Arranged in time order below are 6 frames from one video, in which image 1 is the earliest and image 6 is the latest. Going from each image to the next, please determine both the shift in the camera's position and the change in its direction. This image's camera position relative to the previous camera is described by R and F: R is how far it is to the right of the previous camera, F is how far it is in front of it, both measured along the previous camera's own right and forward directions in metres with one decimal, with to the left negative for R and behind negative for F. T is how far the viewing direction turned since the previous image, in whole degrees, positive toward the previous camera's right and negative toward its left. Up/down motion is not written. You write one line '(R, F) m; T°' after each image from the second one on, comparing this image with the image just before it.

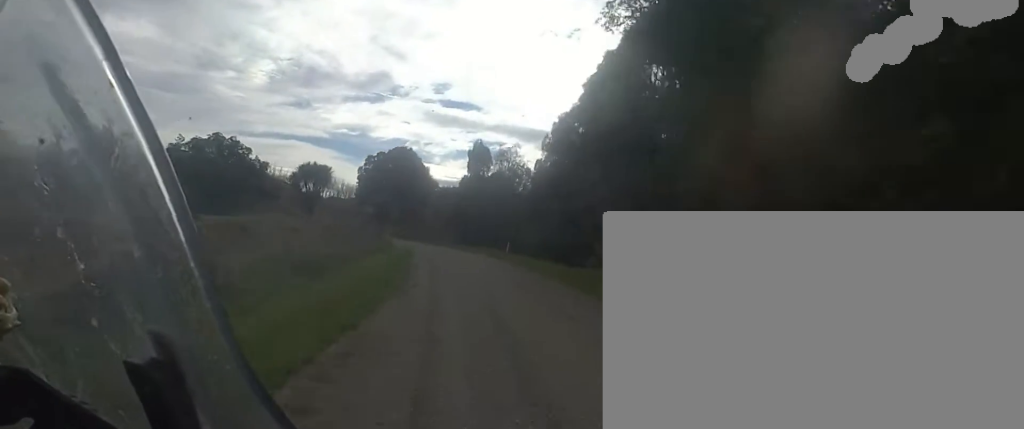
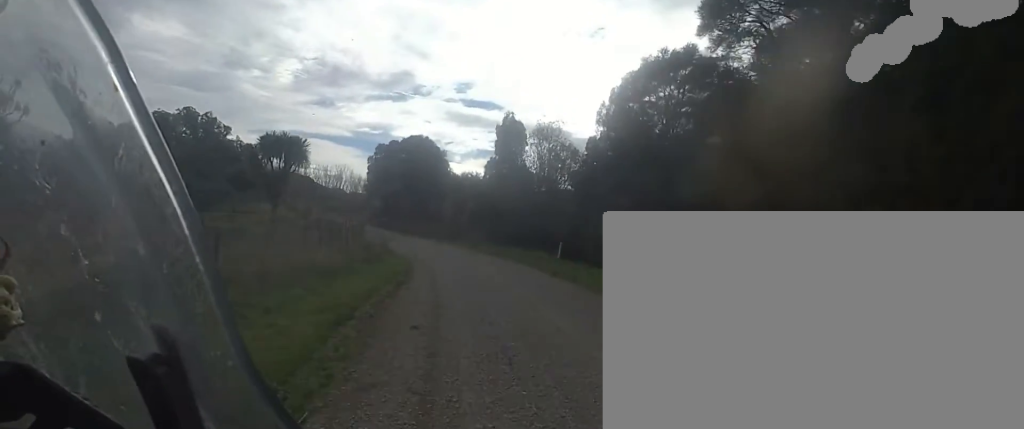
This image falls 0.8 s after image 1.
(-0.4, +10.8) m; -4°
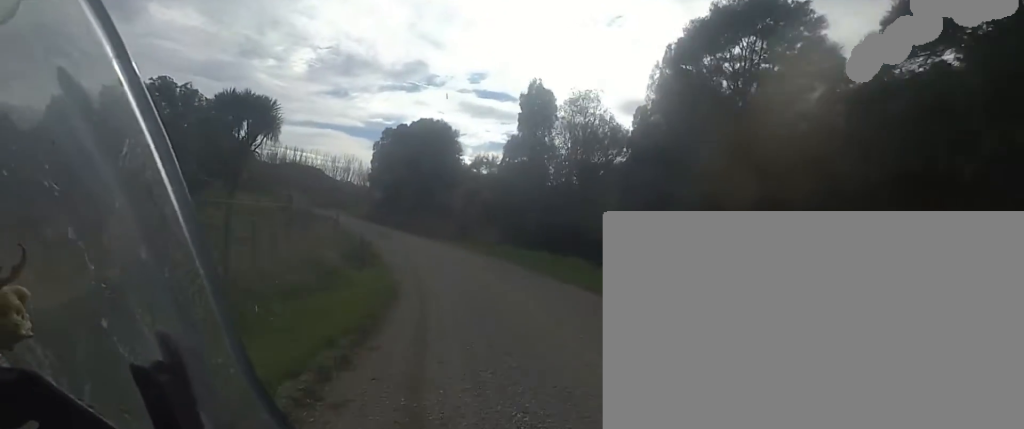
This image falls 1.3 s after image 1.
(+0.1, +6.5) m; -5°
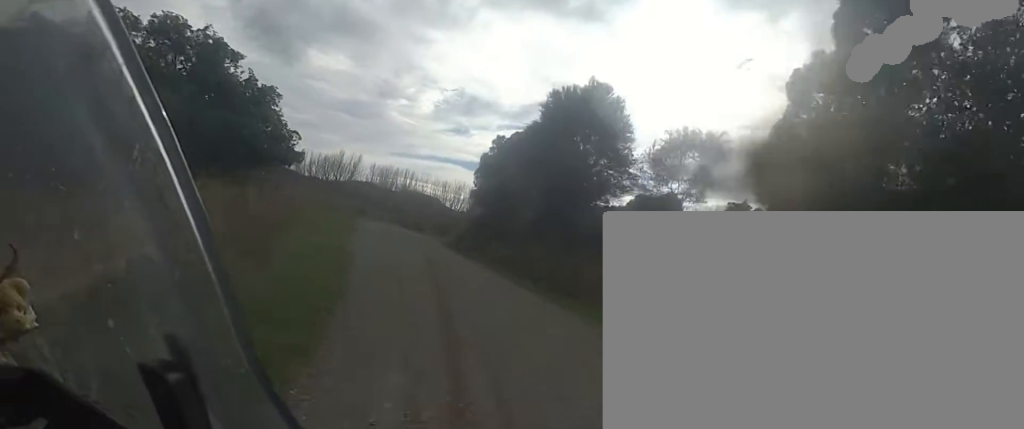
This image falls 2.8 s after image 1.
(-2.7, +19.5) m; -9°
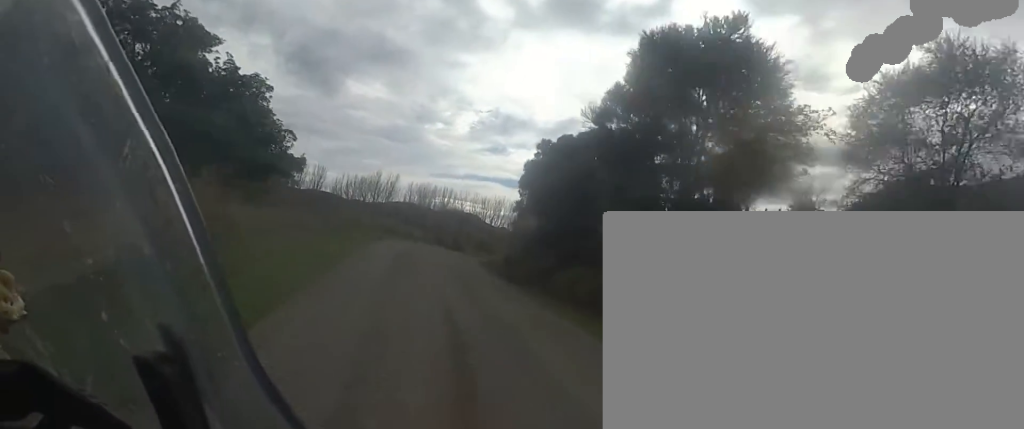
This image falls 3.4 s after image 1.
(+0.7, +7.7) m; 0°
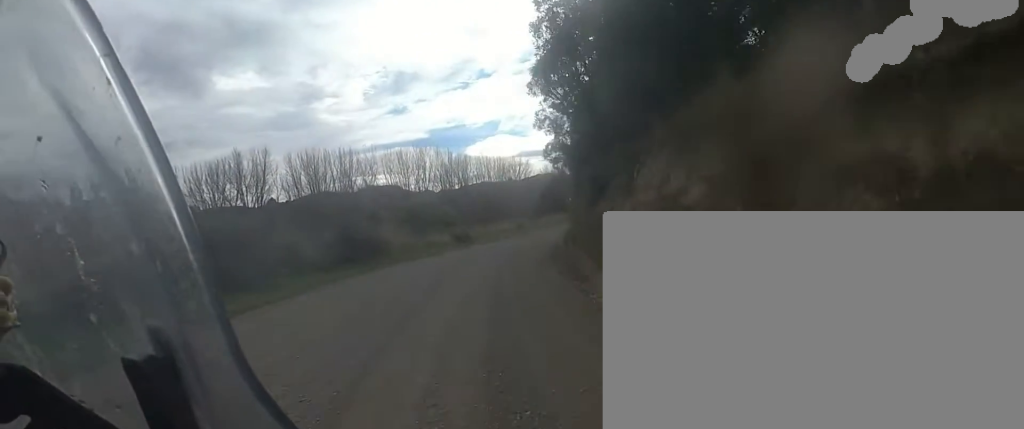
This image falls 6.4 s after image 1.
(+1.3, +42.0) m; +9°
